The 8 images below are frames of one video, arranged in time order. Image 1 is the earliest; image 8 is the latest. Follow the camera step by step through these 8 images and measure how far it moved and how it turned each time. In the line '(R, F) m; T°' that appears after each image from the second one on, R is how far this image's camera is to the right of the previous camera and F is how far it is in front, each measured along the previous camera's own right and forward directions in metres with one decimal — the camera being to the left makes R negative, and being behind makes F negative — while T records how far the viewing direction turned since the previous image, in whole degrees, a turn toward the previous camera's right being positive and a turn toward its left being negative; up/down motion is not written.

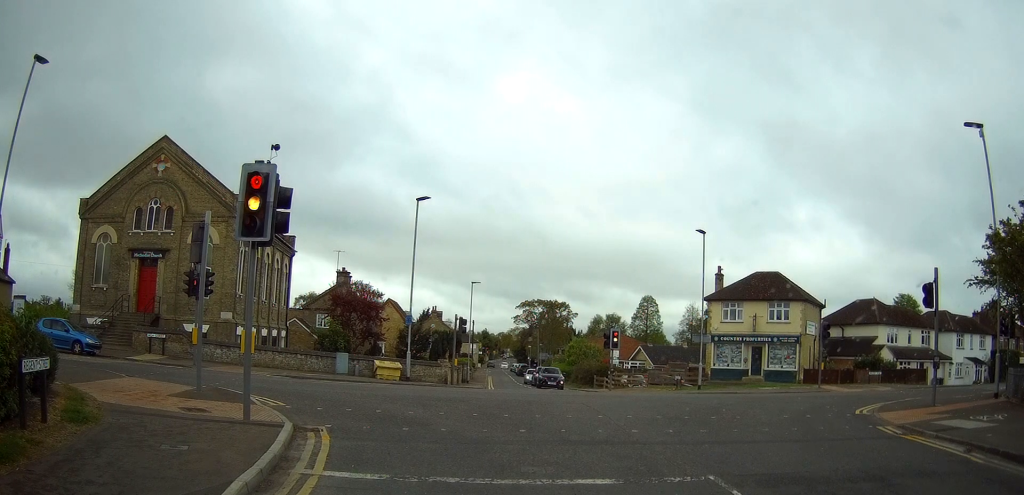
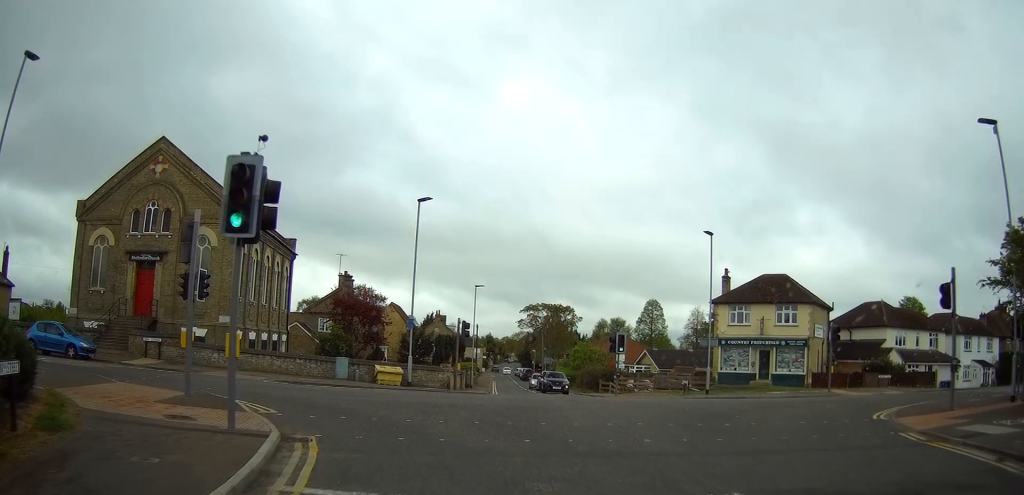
(+0.1, +0.3) m; 0°
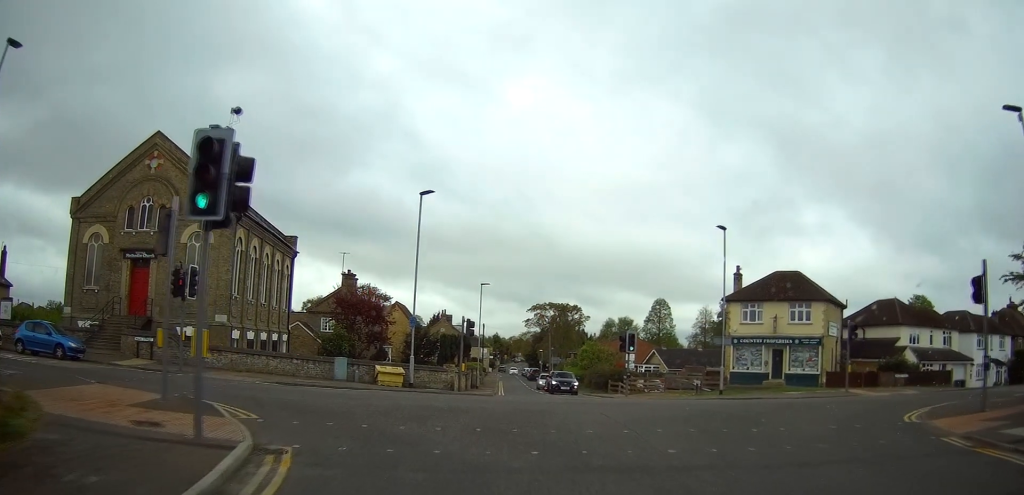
(-0.1, +0.8) m; -4°
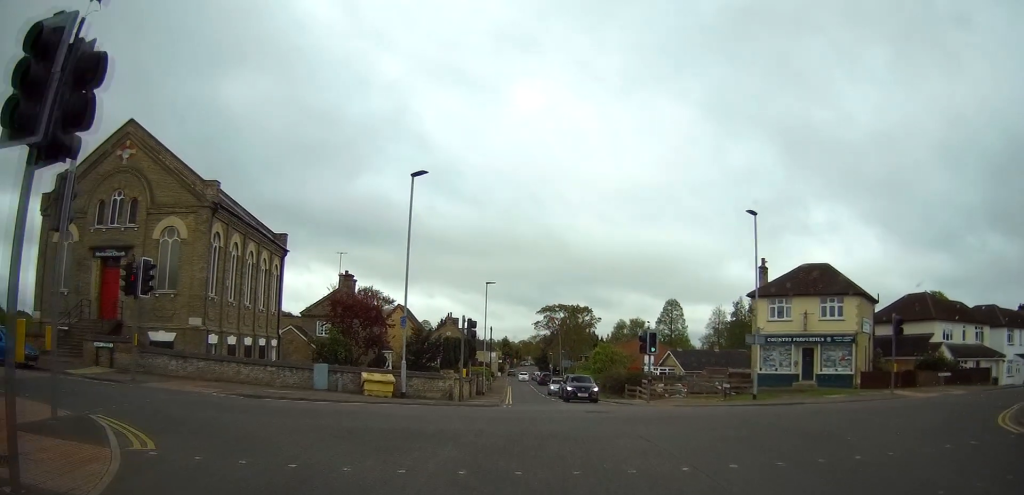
(-0.1, +2.7) m; -4°
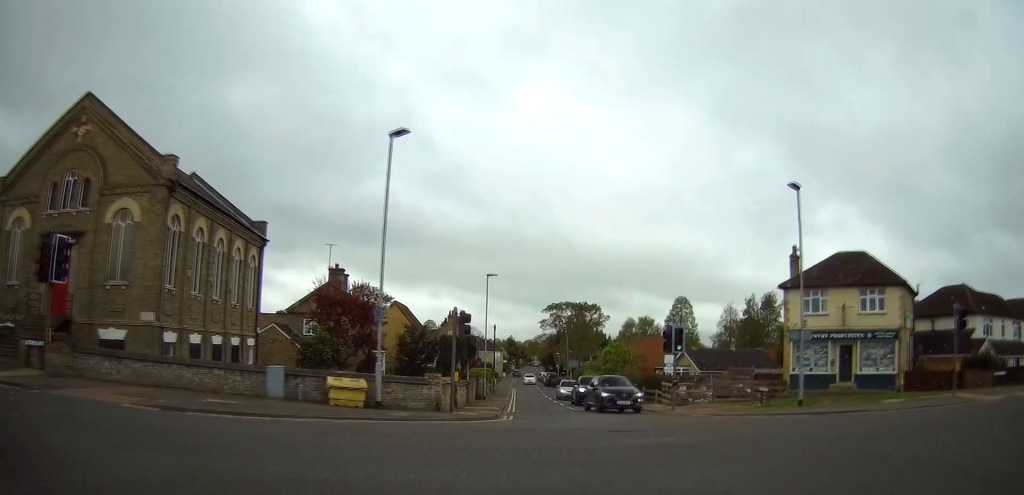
(-0.1, +4.2) m; -3°
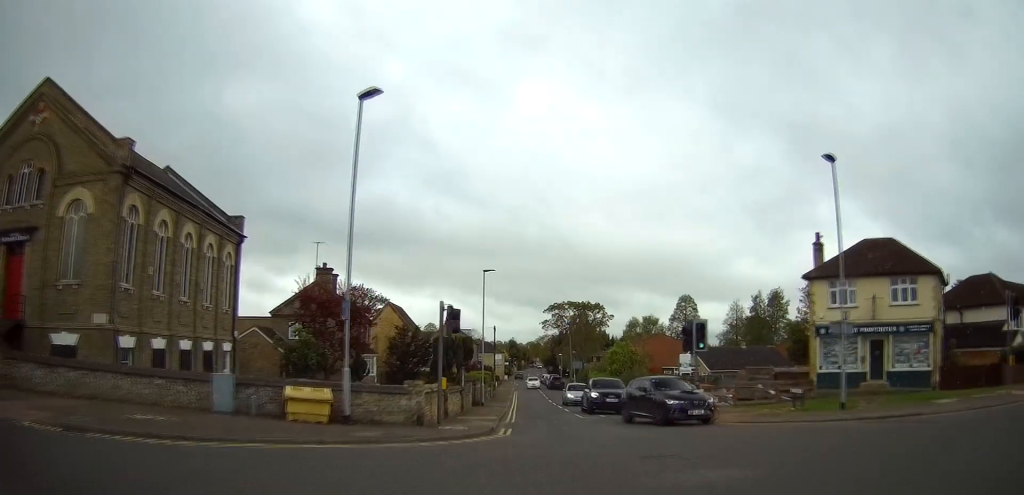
(-0.1, +3.3) m; -1°
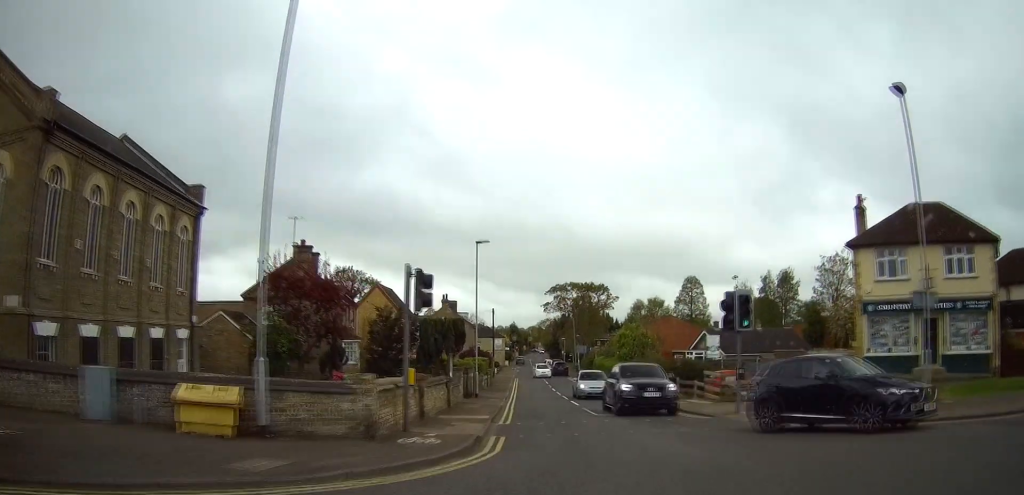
(0.0, +4.8) m; +1°
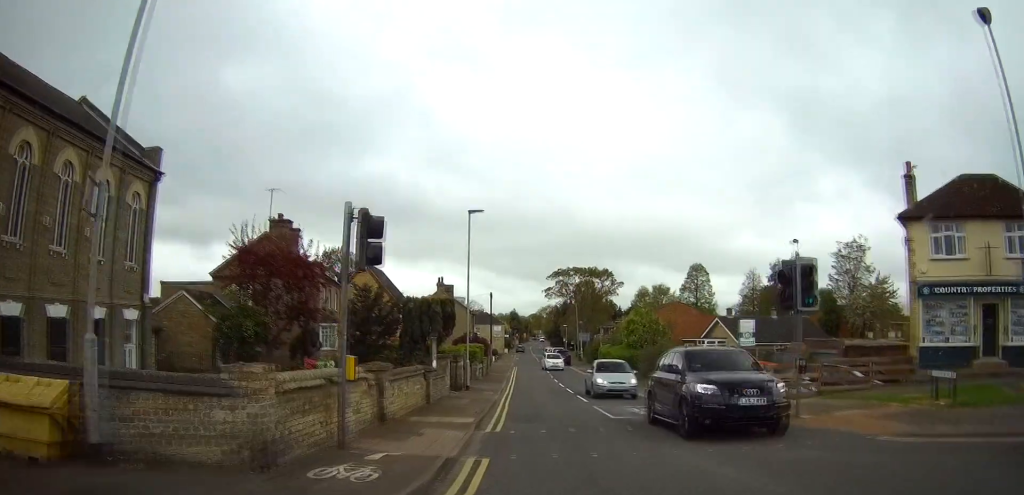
(0.0, +4.3) m; +2°
